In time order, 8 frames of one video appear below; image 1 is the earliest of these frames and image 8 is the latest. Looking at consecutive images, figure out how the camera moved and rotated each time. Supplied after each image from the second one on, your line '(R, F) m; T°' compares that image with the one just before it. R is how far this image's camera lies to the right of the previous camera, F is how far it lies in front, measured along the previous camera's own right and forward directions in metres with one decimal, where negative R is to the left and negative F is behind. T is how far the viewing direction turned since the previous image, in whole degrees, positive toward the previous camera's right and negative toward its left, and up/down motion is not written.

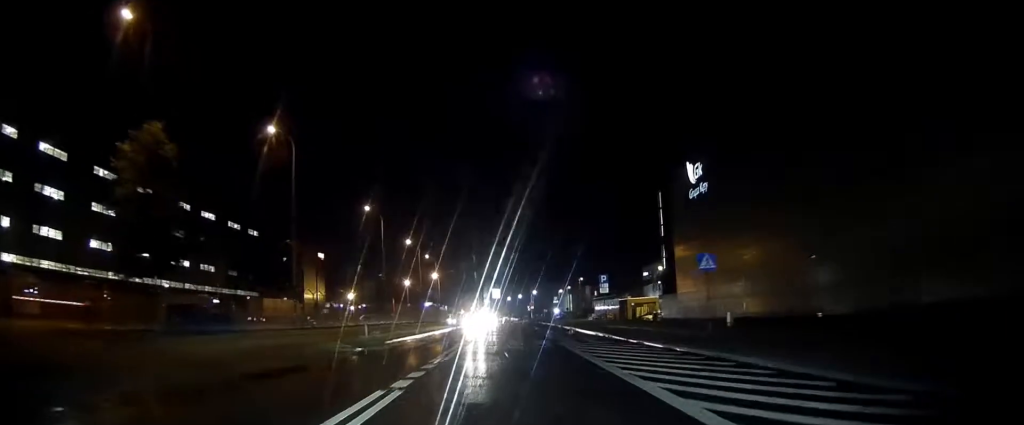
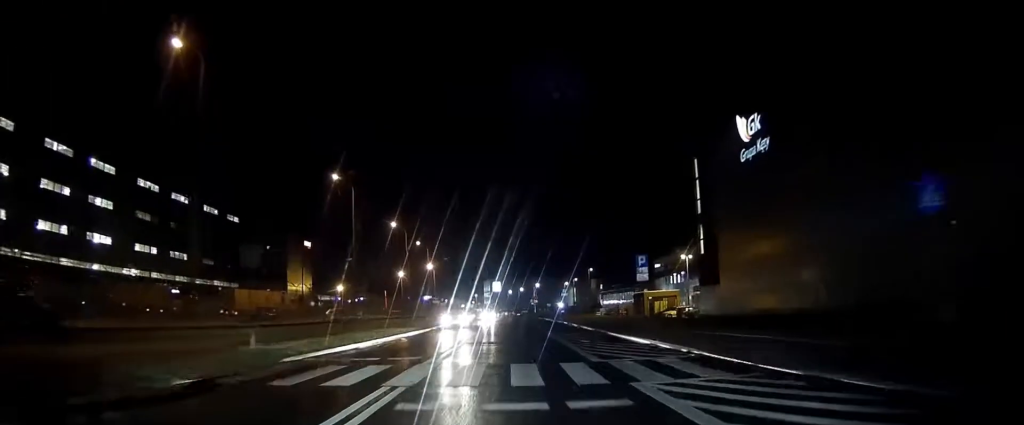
(0.0, +13.9) m; 0°
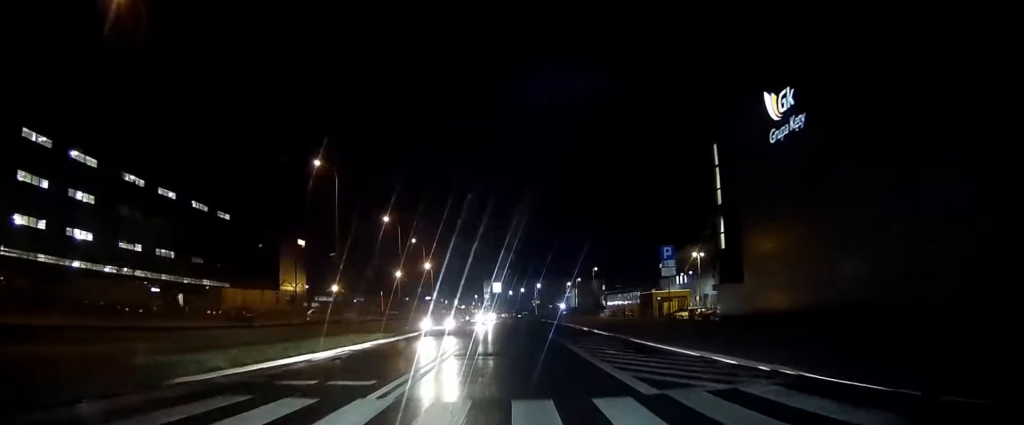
(0.0, +5.8) m; 0°
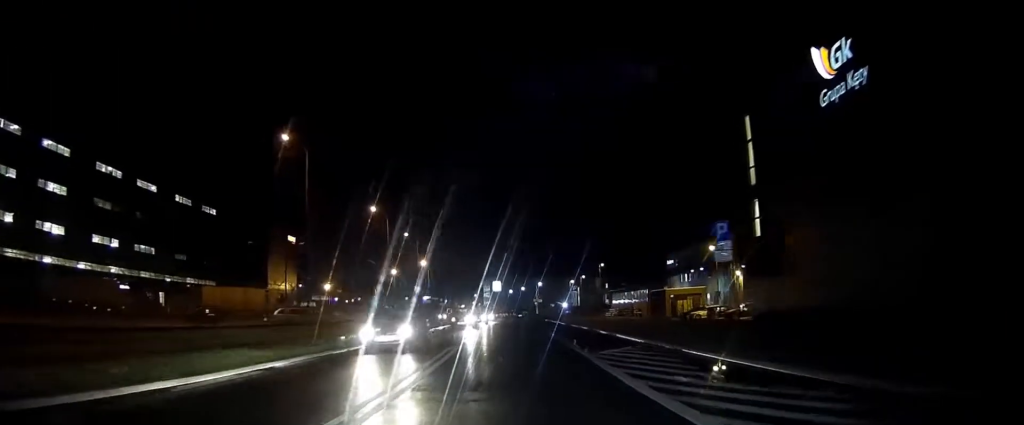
(0.0, +8.0) m; 0°
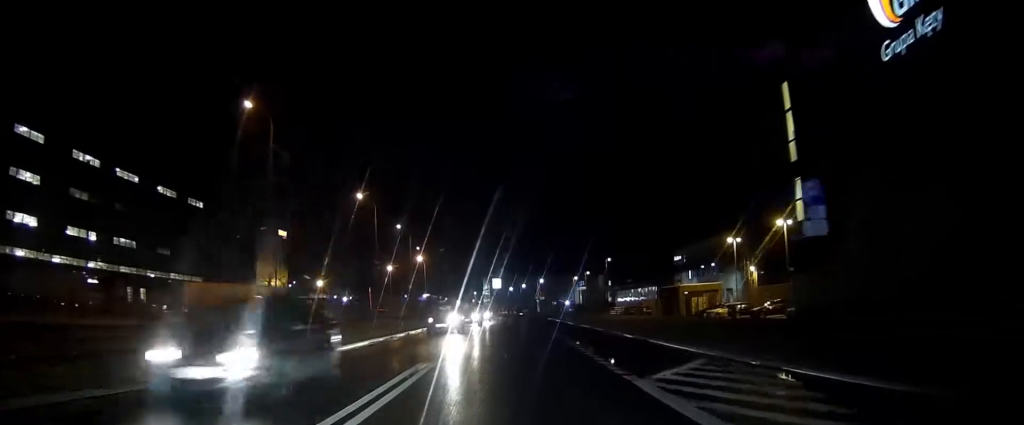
(0.0, +7.1) m; 0°
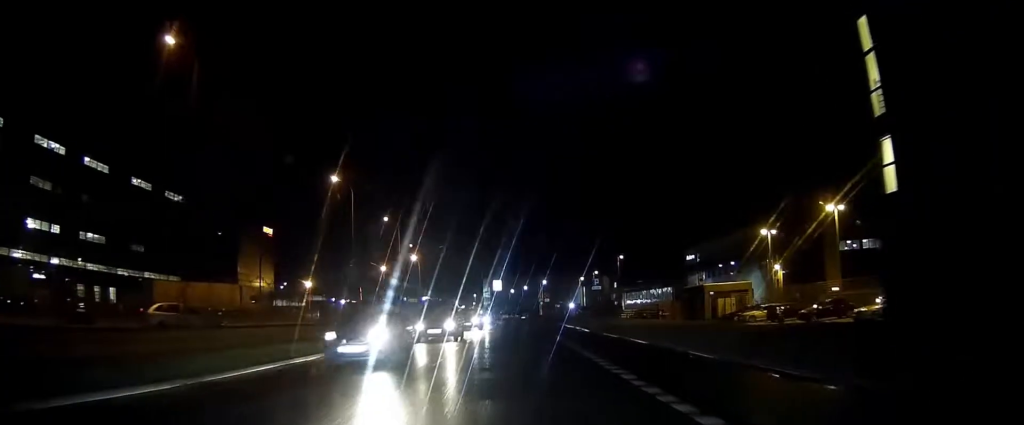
(0.0, +10.4) m; 0°
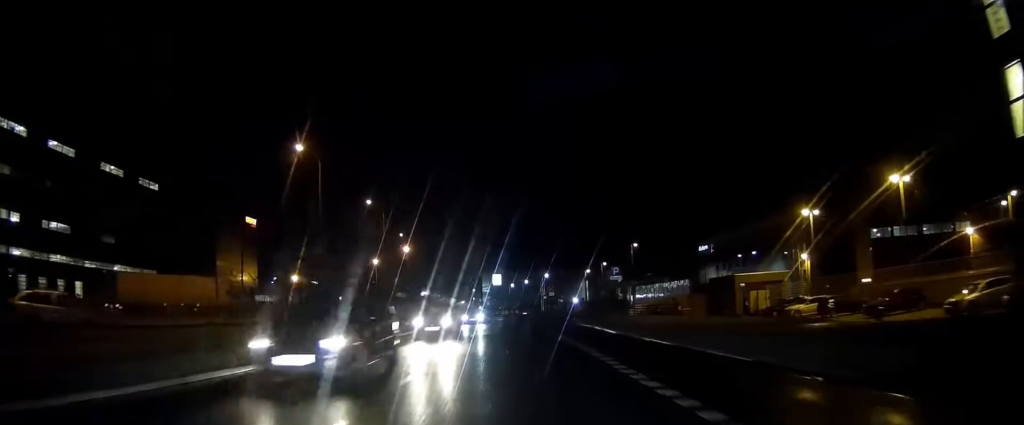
(+0.1, +9.9) m; 0°
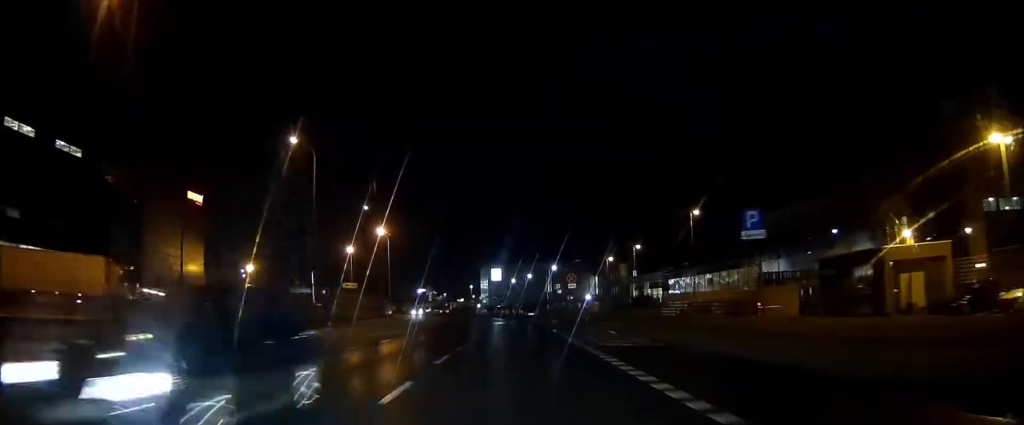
(0.0, +25.8) m; 0°
